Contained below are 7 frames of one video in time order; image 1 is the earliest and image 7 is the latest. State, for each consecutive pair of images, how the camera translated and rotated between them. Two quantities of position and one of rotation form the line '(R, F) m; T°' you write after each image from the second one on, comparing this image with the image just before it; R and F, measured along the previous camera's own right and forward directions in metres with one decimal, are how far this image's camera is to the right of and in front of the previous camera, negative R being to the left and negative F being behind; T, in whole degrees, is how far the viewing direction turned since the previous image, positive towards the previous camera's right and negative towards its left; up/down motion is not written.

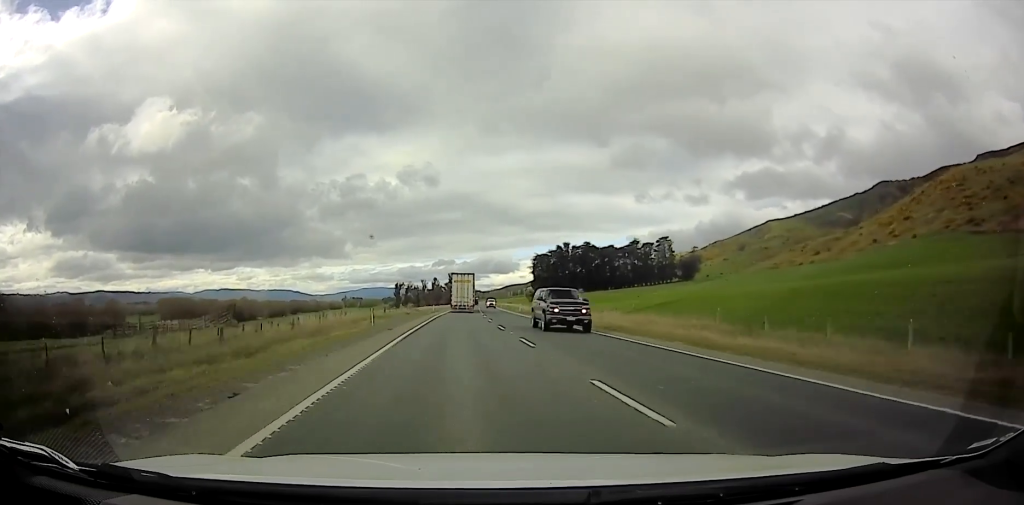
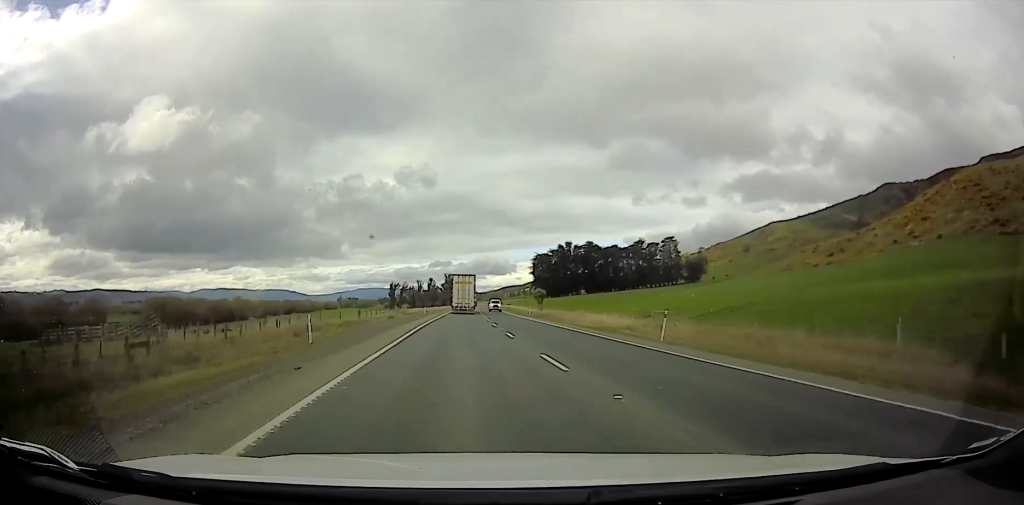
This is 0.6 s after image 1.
(+0.4, +15.9) m; 0°
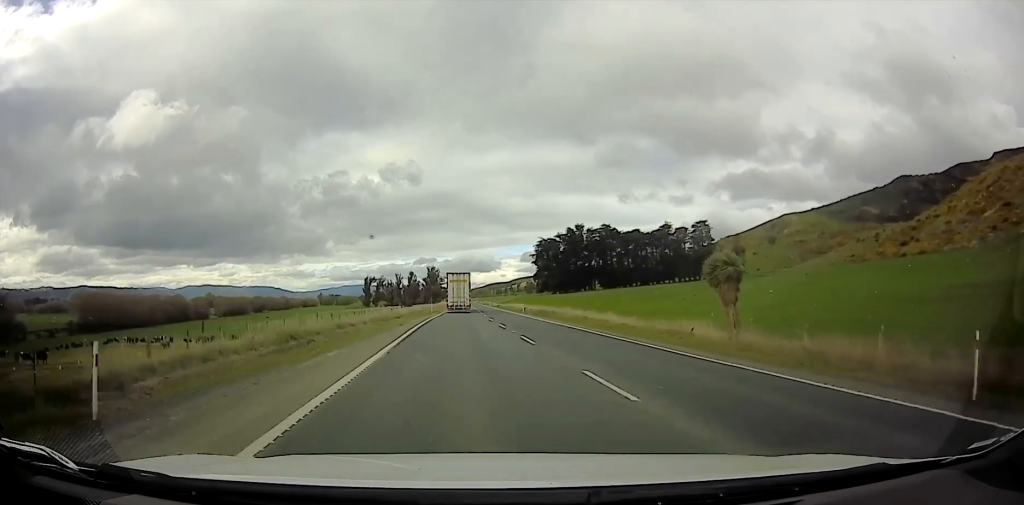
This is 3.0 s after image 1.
(+0.1, +52.1) m; +1°
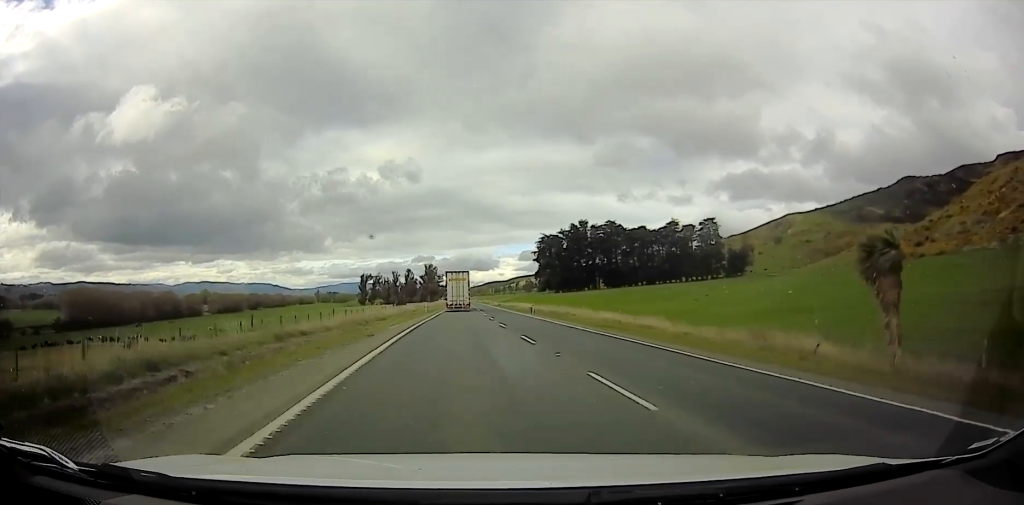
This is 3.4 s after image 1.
(0.0, +7.4) m; 0°
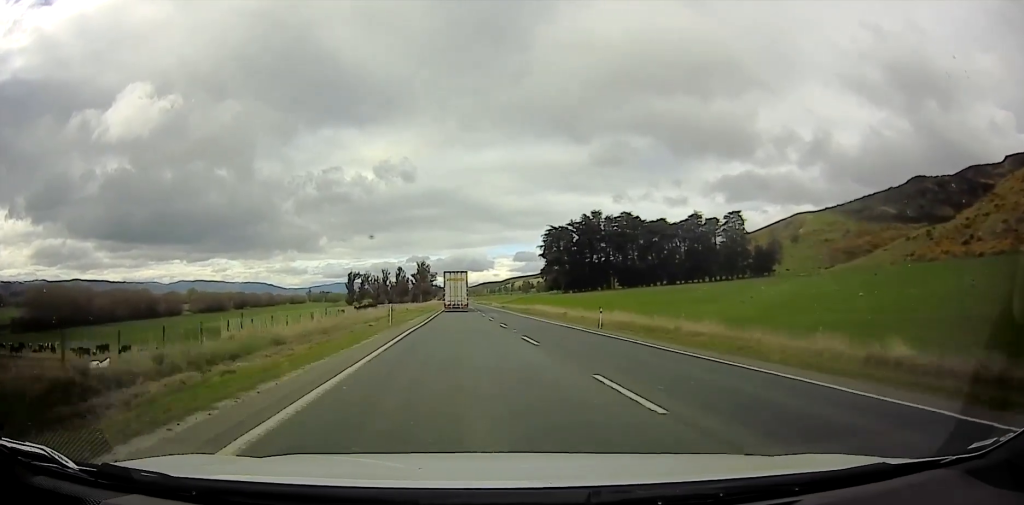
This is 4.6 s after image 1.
(+0.1, +24.1) m; +3°
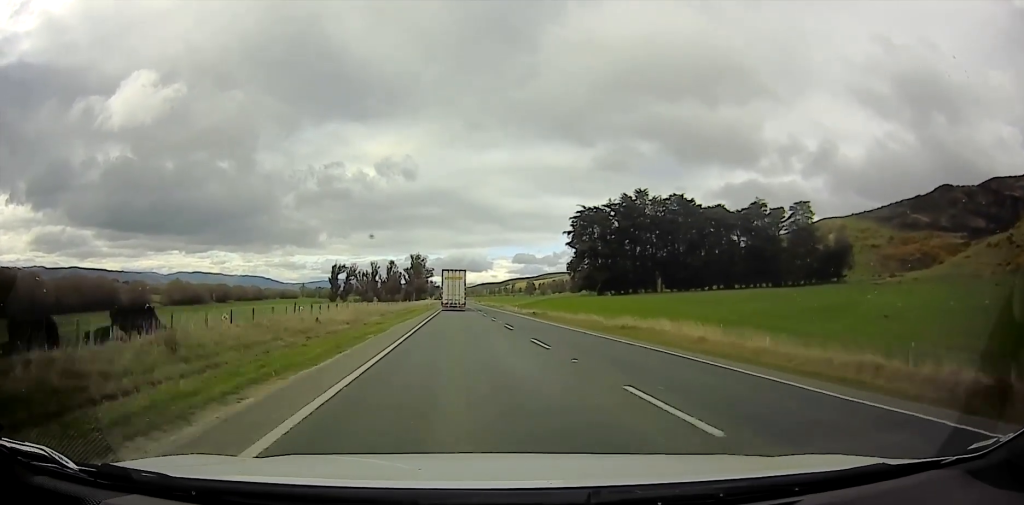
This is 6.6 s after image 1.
(+0.2, +47.0) m; -2°
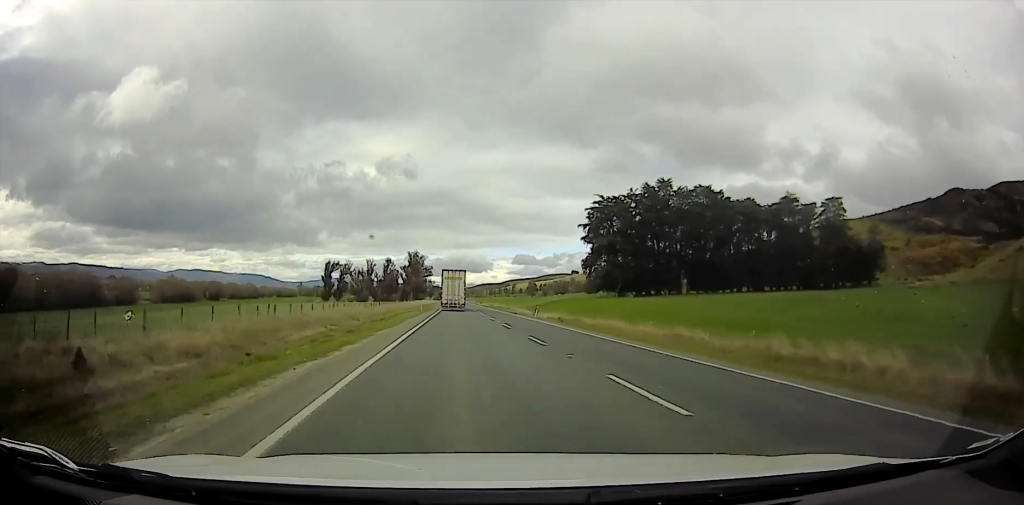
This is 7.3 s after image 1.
(-0.1, +18.1) m; +1°
